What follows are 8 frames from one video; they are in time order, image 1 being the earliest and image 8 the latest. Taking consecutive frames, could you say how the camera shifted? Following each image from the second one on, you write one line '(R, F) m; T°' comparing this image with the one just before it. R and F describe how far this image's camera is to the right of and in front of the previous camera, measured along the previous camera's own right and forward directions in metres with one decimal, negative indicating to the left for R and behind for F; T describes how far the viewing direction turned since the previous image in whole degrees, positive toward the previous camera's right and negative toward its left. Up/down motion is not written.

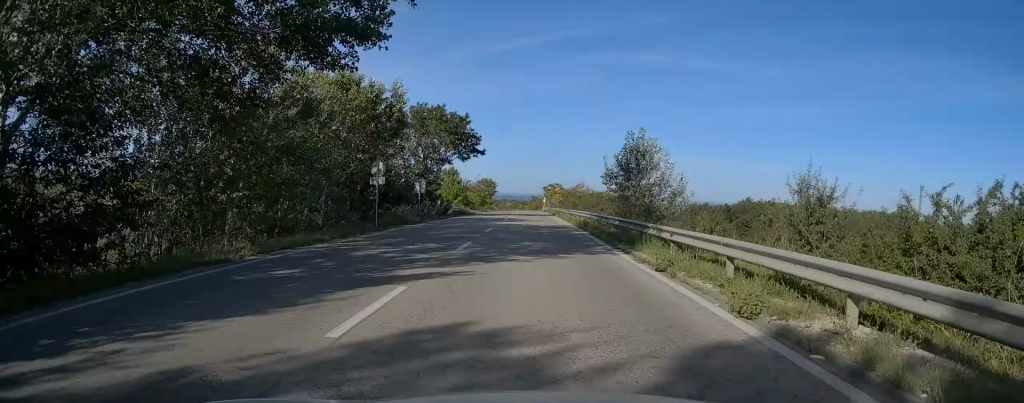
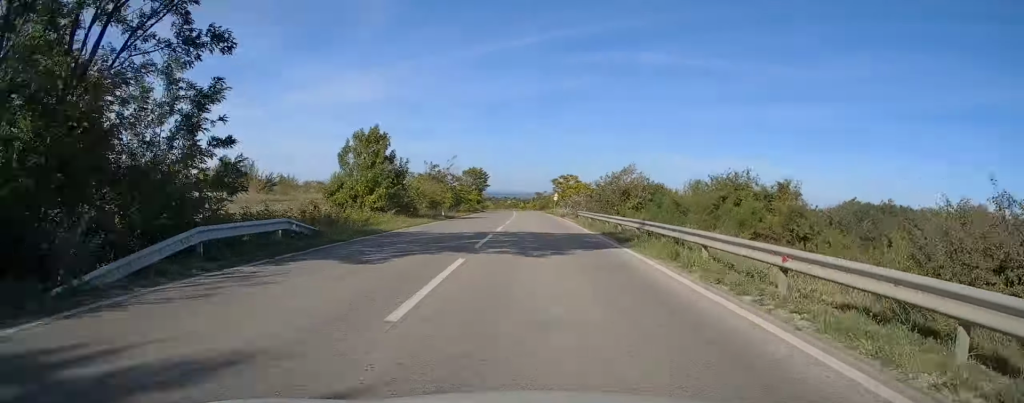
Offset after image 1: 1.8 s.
(-0.2, +41.0) m; 0°
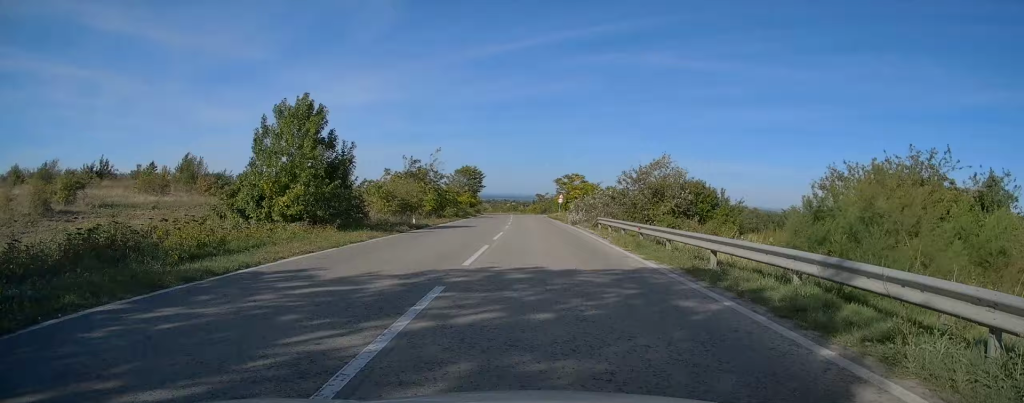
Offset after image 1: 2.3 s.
(+0.1, +12.3) m; 0°
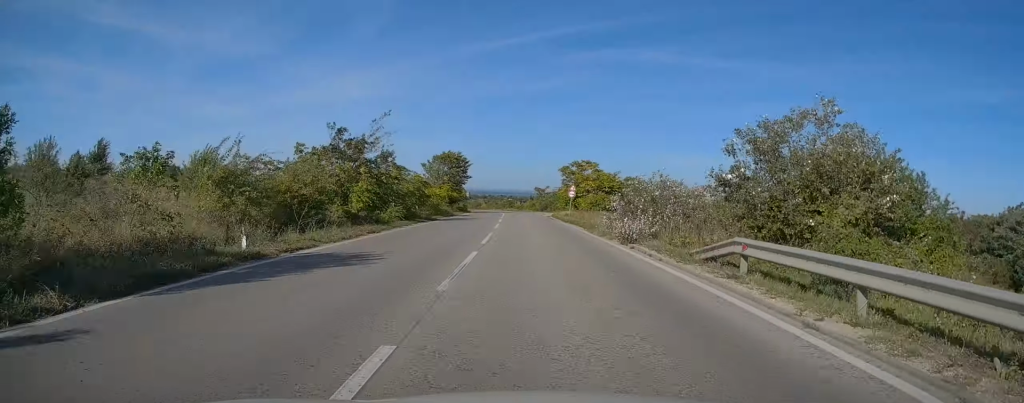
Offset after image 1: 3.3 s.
(+0.1, +21.6) m; 0°
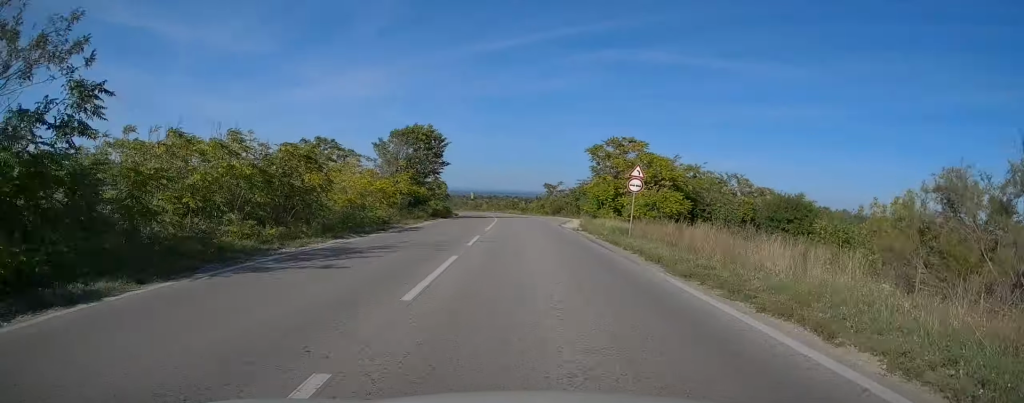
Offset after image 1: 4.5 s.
(+0.1, +27.9) m; -1°
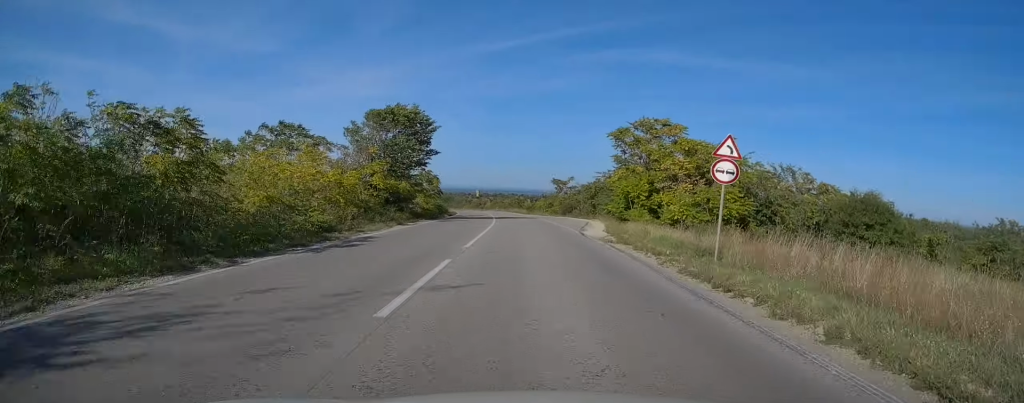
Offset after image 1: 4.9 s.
(+0.1, +10.1) m; 0°
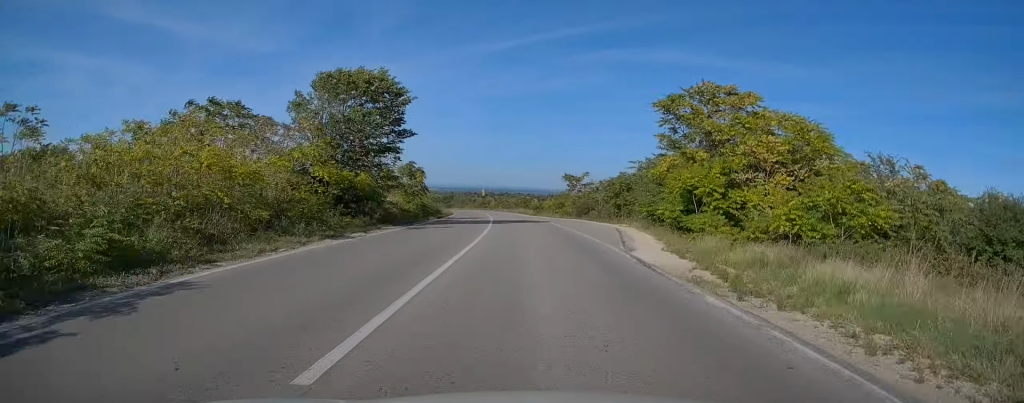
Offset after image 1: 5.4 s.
(-0.2, +11.7) m; -1°
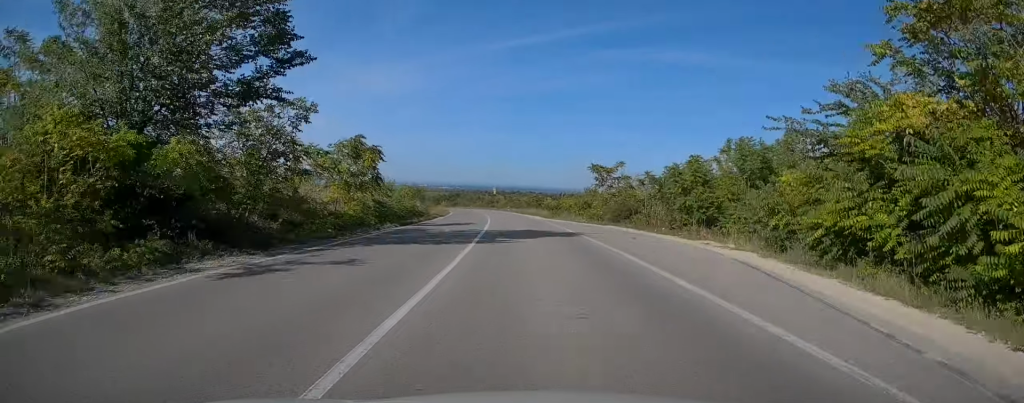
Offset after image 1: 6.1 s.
(-0.2, +17.1) m; -1°
